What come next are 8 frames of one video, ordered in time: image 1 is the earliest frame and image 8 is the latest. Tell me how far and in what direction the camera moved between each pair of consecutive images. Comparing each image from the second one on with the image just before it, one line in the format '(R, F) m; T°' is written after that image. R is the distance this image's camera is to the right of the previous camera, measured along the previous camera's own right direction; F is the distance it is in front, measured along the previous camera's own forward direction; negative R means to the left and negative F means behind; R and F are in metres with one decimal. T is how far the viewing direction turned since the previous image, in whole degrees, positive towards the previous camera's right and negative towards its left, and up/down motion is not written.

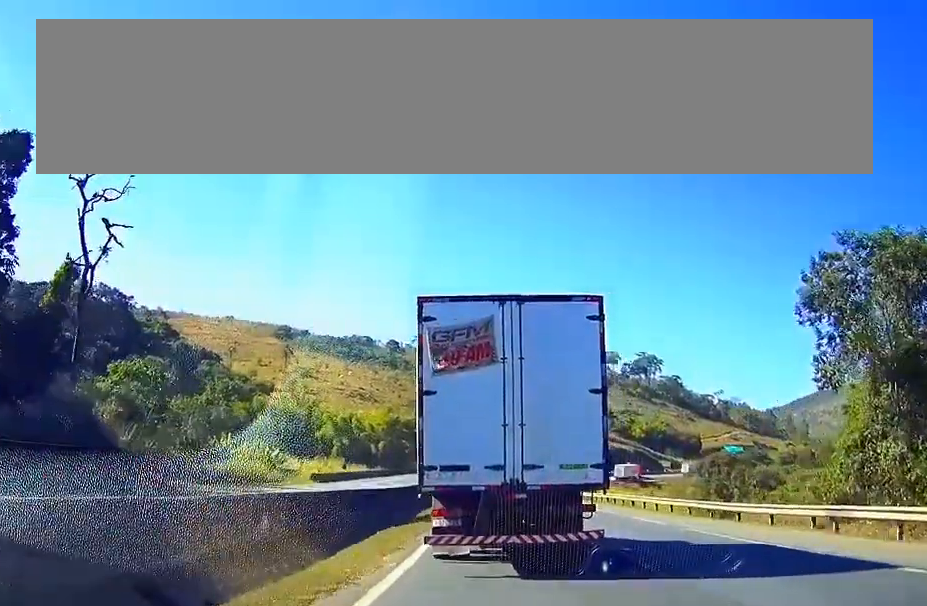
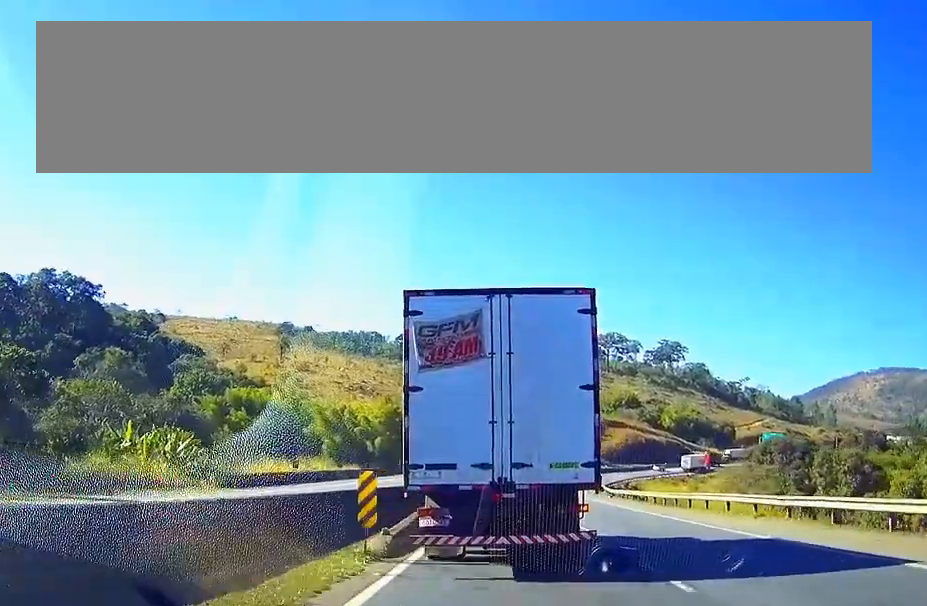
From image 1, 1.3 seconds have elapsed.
(-0.3, +29.1) m; -1°
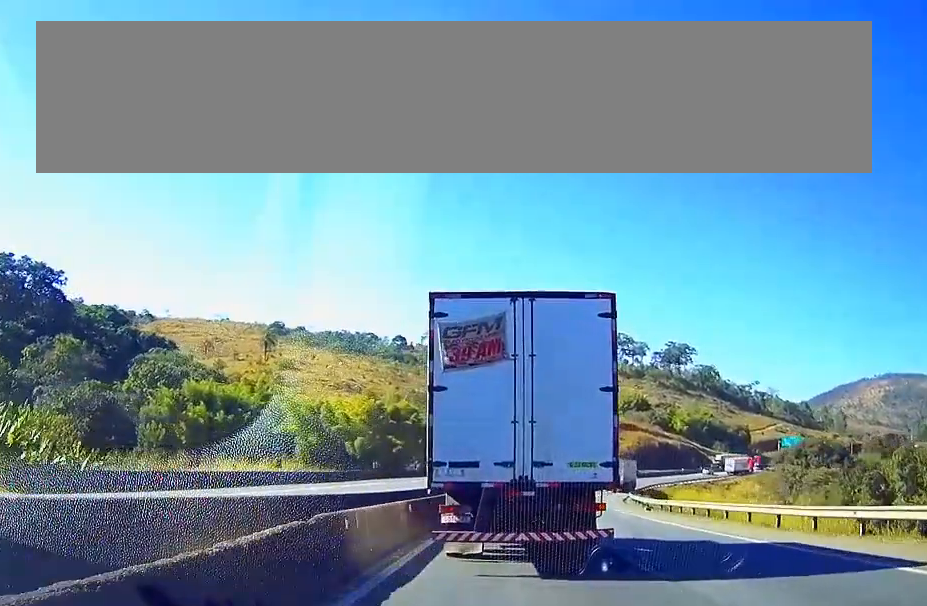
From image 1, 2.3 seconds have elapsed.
(0.0, +22.2) m; +1°
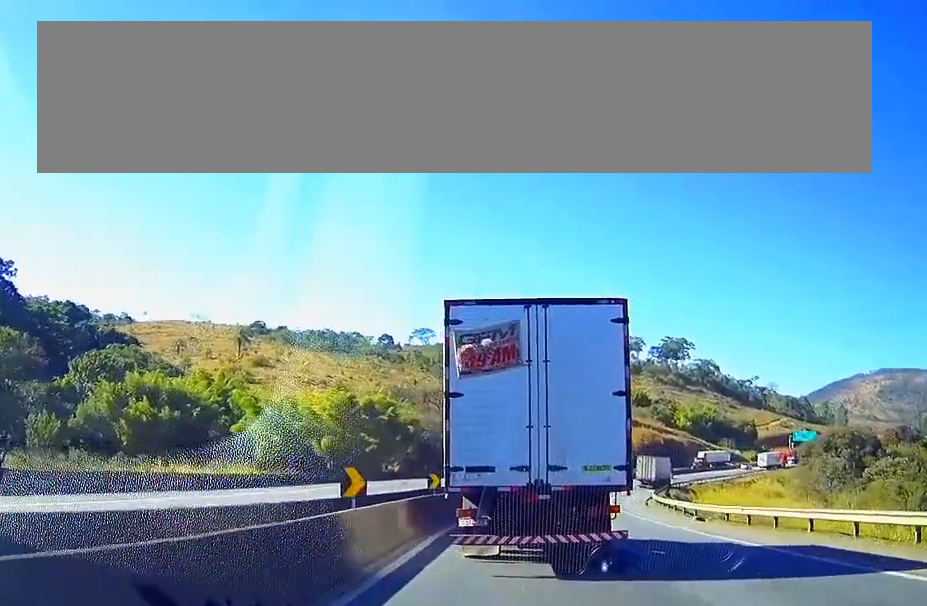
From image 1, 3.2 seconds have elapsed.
(0.0, +19.1) m; +3°
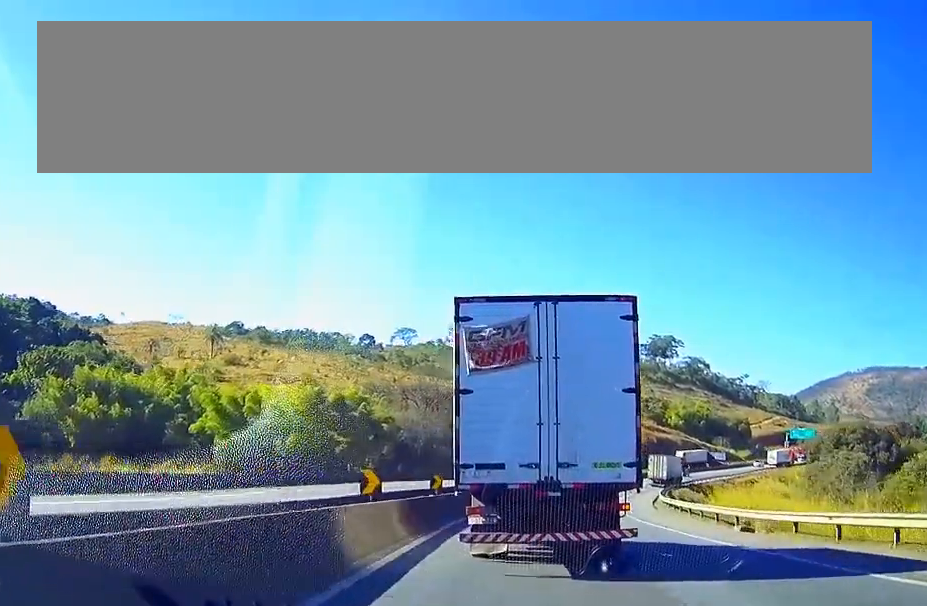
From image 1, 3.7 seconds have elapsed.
(+0.6, +11.1) m; +2°
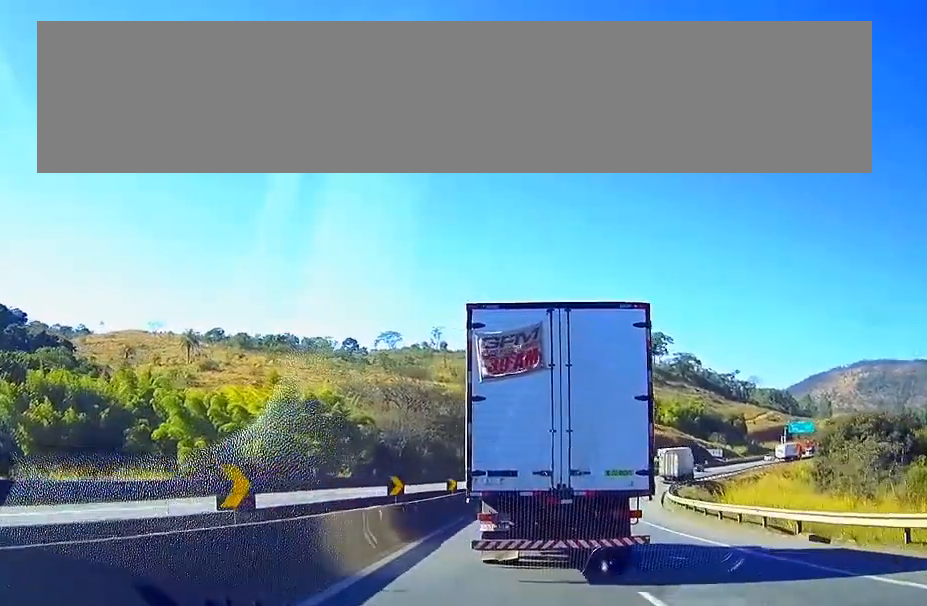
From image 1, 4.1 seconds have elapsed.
(+0.3, +8.9) m; +1°
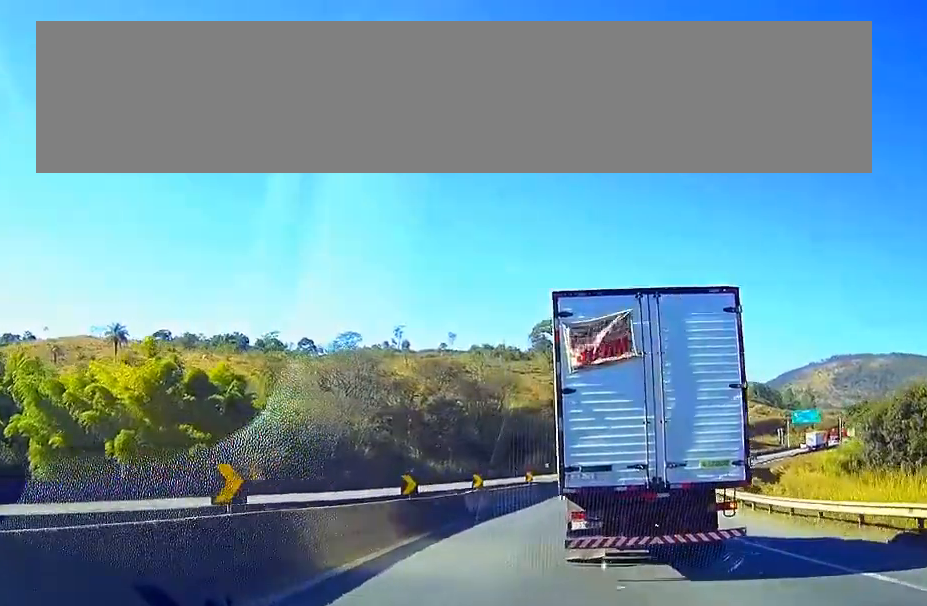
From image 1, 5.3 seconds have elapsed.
(+0.2, +29.2) m; 0°
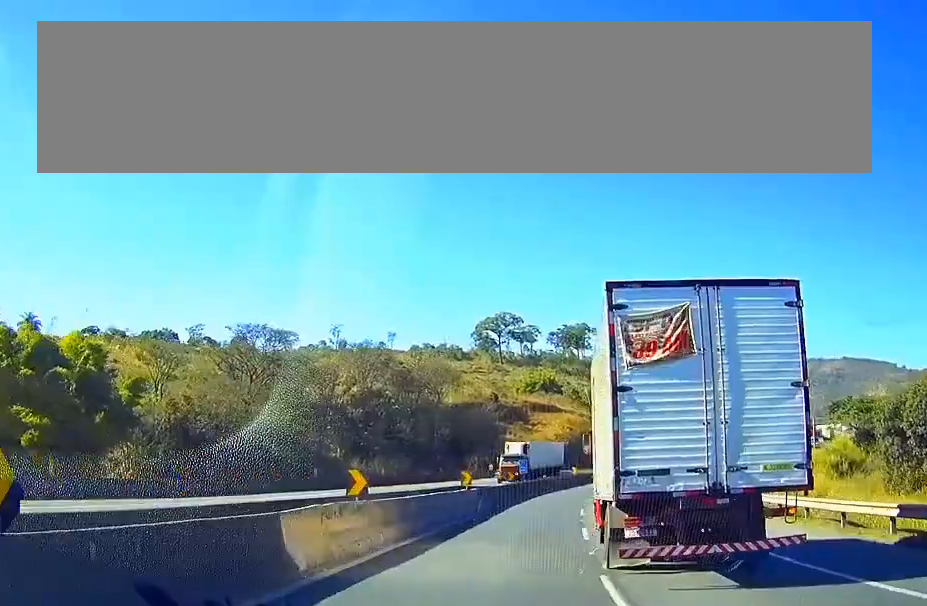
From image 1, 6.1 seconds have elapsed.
(0.0, +19.0) m; 0°
